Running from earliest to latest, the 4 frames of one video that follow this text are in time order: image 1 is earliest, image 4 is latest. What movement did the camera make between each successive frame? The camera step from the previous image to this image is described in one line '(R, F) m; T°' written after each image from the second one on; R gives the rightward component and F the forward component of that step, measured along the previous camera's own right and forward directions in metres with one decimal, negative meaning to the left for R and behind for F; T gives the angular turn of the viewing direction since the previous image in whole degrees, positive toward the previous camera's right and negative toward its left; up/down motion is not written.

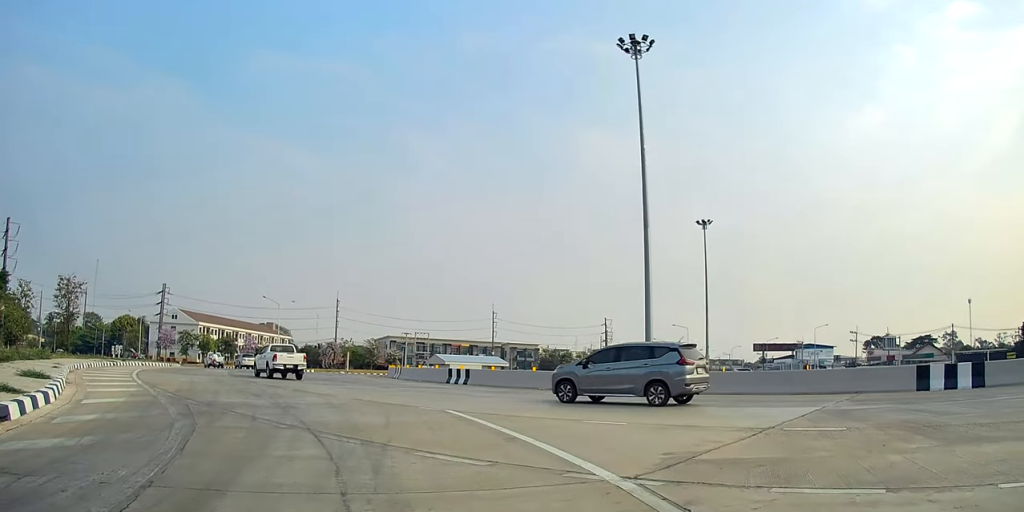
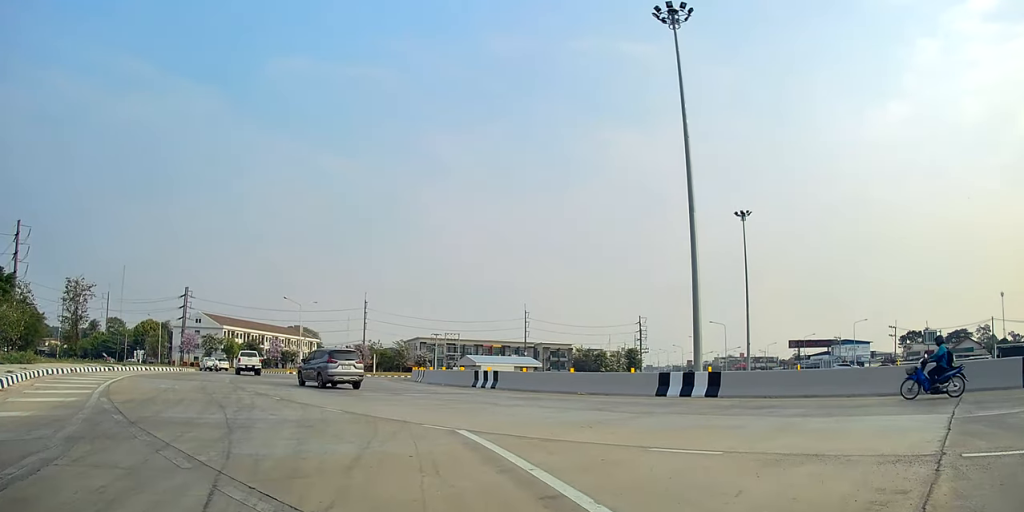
(-0.6, +4.7) m; -4°
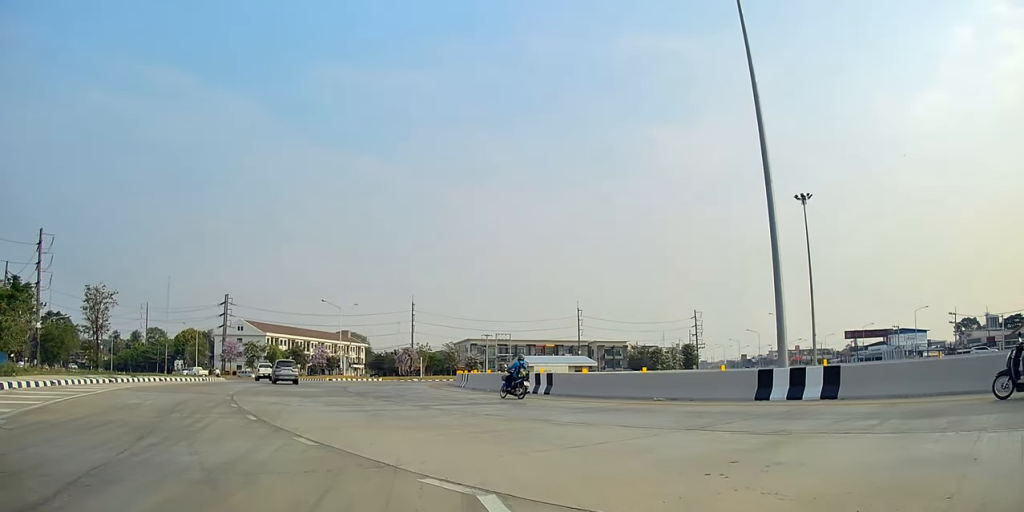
(+0.8, +5.1) m; -2°
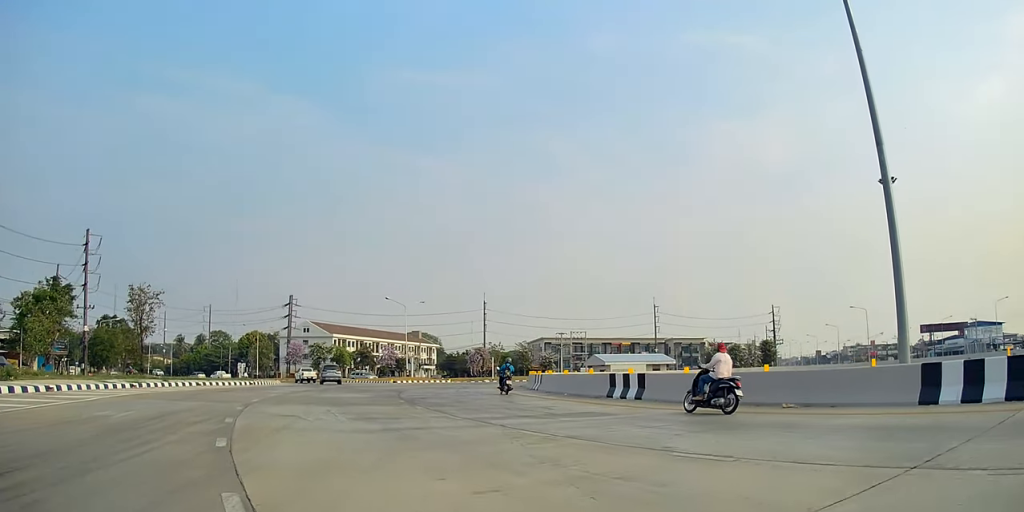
(-1.0, +3.8) m; -19°
